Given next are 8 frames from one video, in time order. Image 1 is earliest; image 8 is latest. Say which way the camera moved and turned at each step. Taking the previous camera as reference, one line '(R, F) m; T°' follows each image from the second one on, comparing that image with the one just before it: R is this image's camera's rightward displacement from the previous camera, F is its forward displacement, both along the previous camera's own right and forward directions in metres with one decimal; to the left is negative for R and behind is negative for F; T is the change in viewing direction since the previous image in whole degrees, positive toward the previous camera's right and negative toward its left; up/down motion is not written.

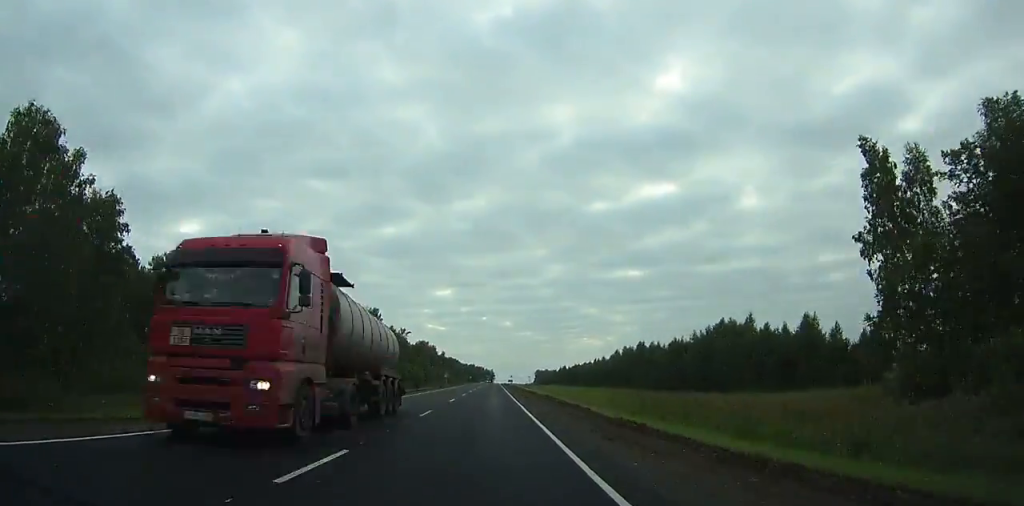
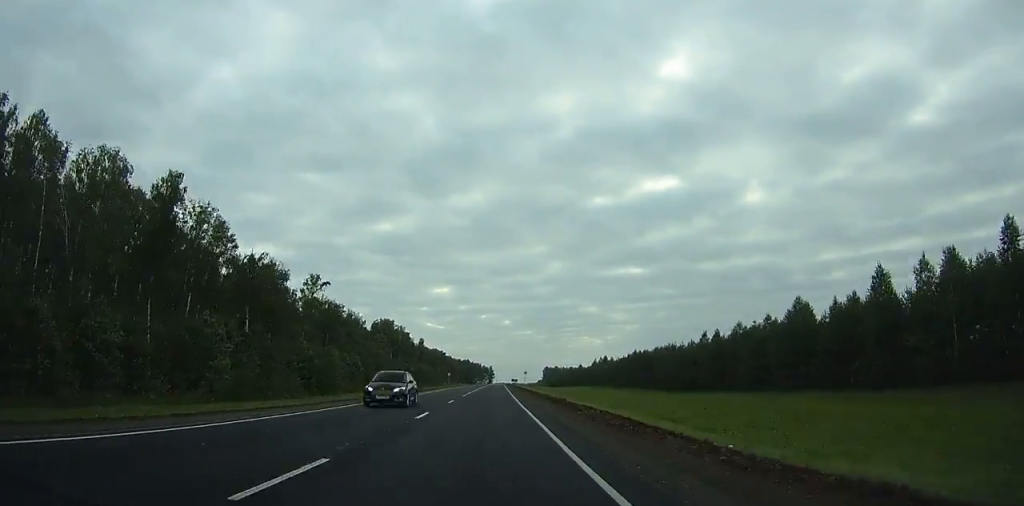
(+0.3, +122.0) m; 0°
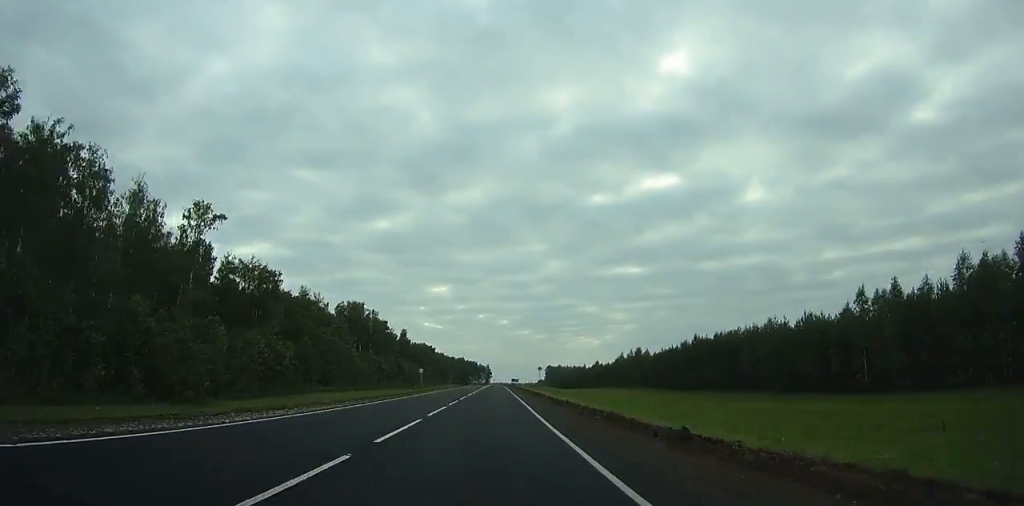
(0.0, +51.0) m; 0°
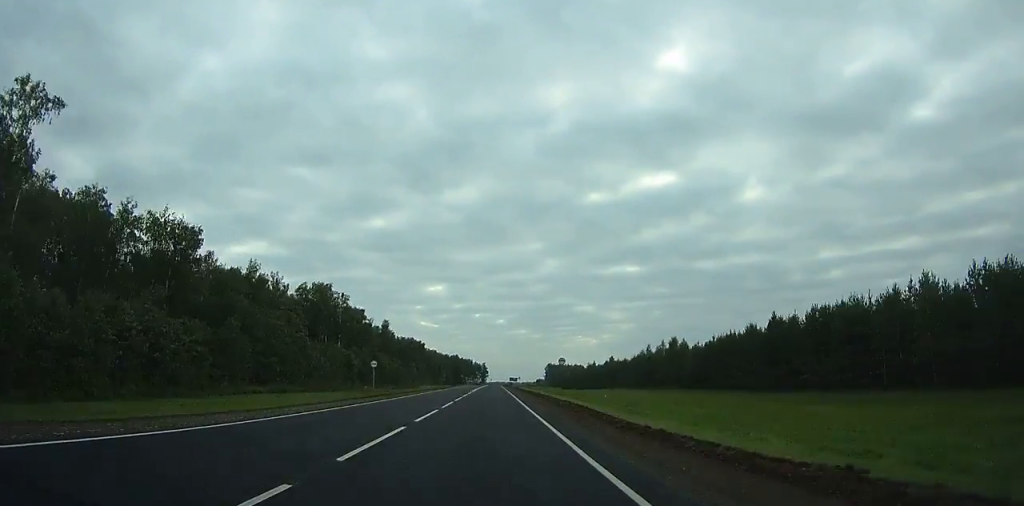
(+0.1, +33.1) m; 0°
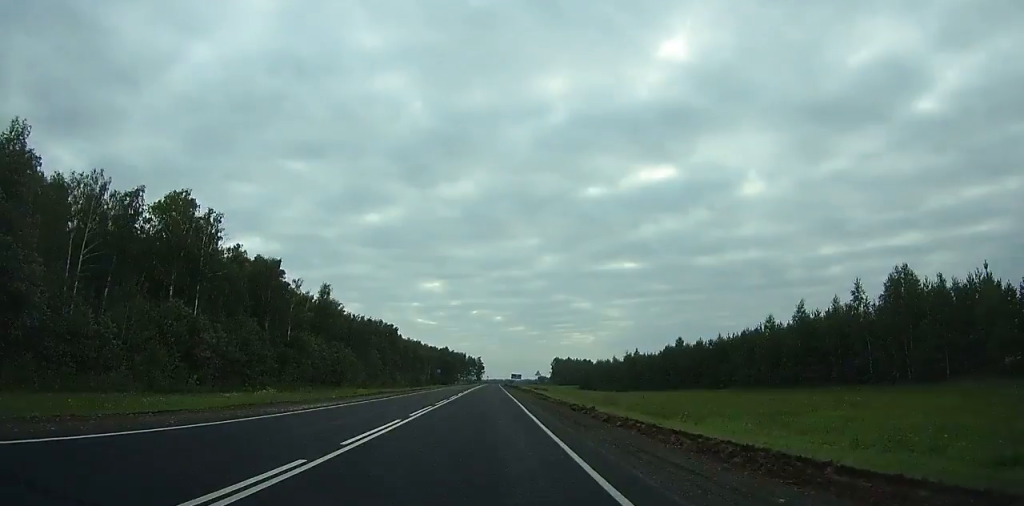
(+0.4, +73.6) m; 0°
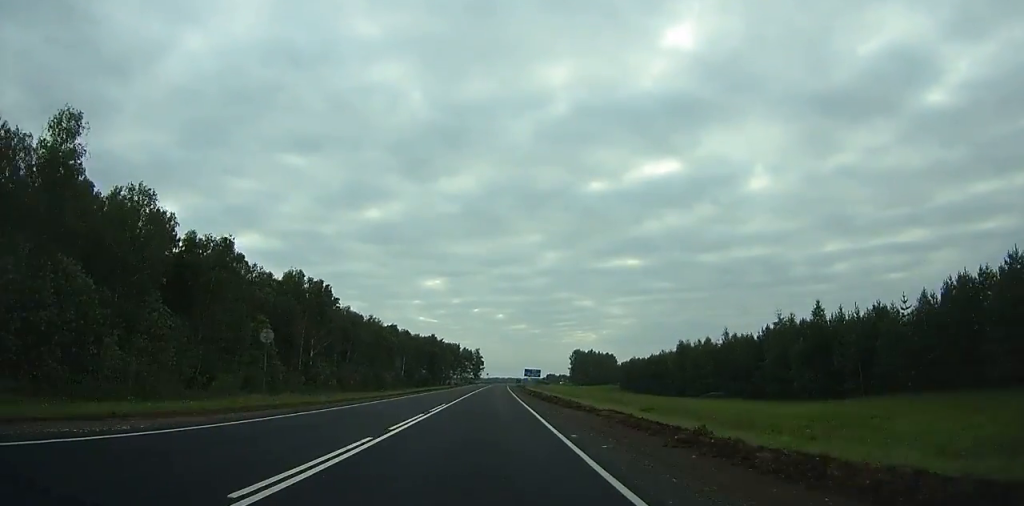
(+0.1, +93.2) m; 0°
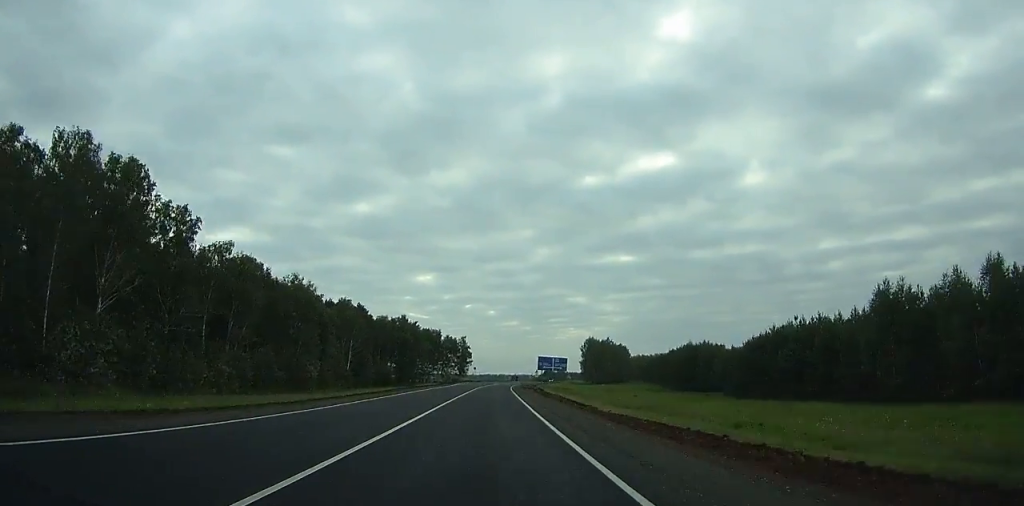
(+0.3, +70.6) m; 0°
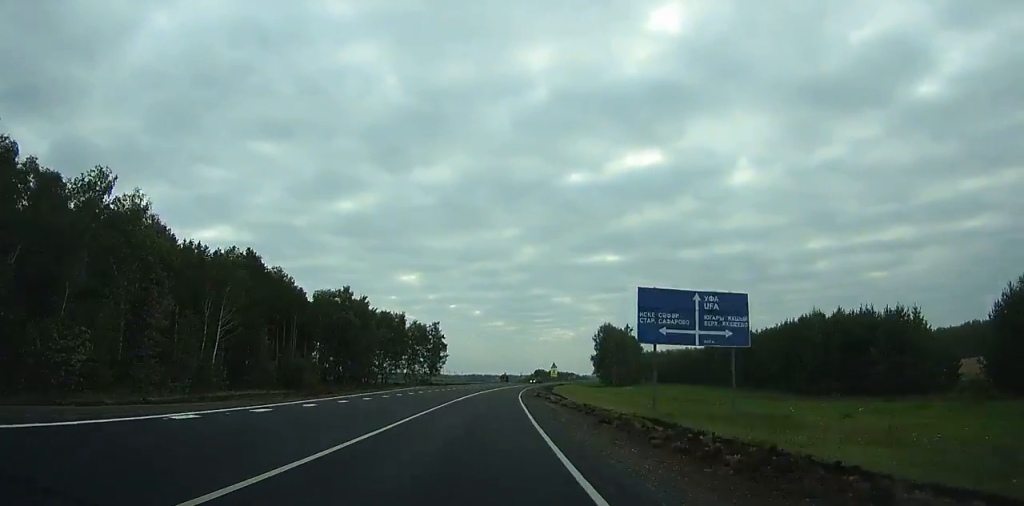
(+0.3, +68.9) m; +1°
